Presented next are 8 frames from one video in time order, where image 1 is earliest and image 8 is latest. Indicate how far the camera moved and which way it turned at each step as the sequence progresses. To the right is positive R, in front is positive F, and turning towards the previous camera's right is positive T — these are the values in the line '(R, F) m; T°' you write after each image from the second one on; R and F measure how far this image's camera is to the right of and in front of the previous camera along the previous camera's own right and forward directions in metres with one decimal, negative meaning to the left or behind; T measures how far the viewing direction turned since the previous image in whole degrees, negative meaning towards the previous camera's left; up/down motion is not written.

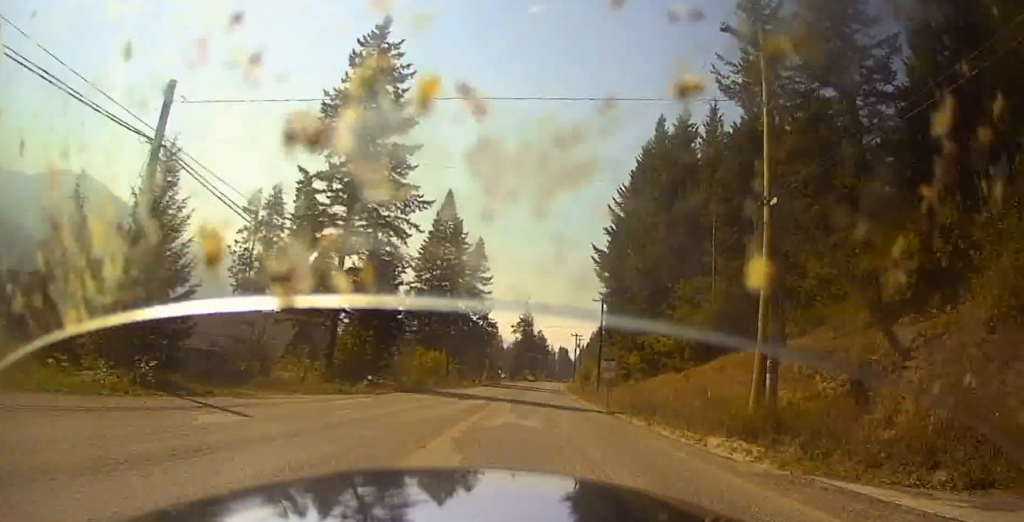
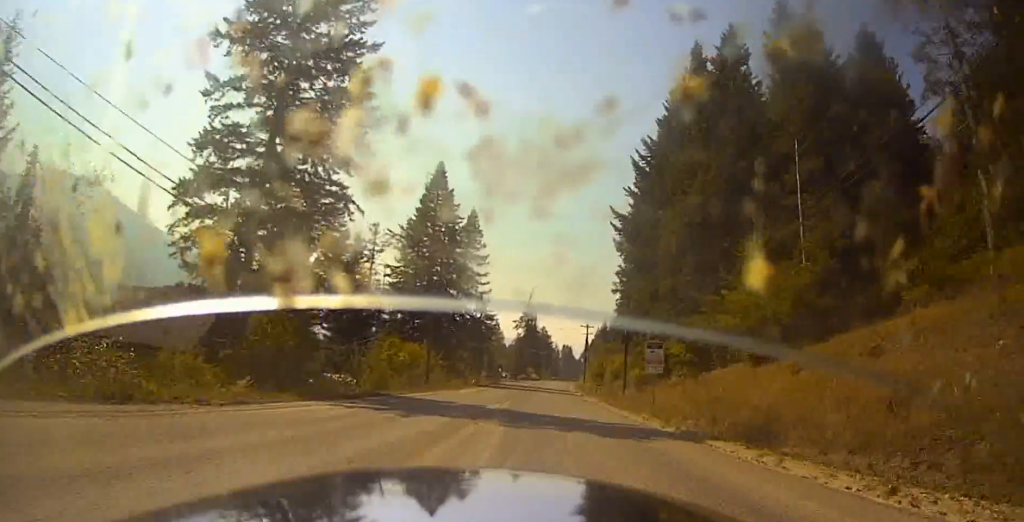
(+0.2, +14.4) m; 0°
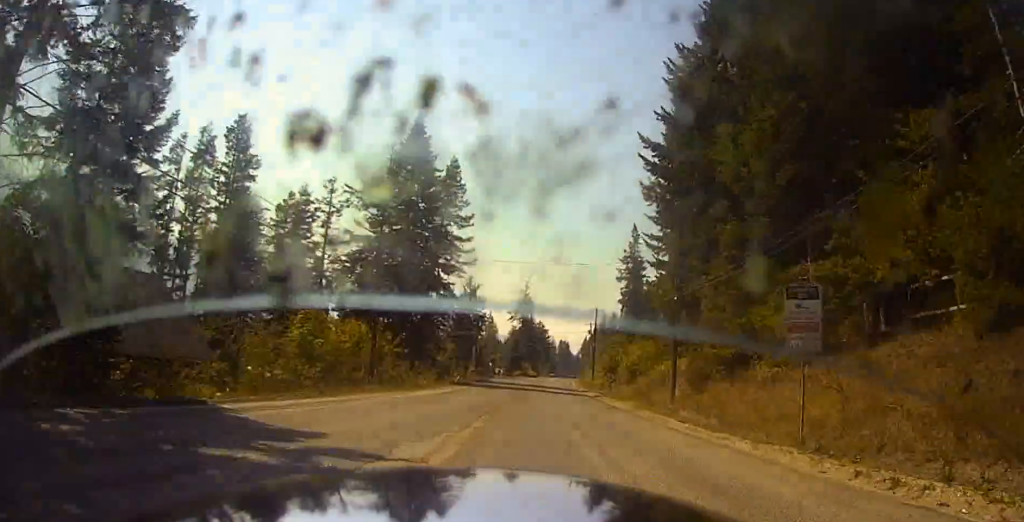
(-0.2, +17.4) m; -2°
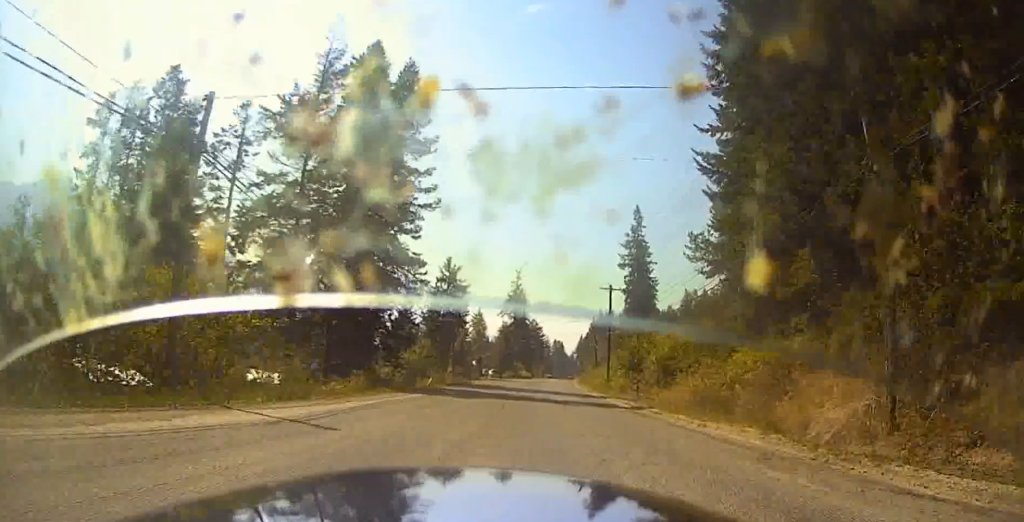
(-0.5, +18.4) m; -2°
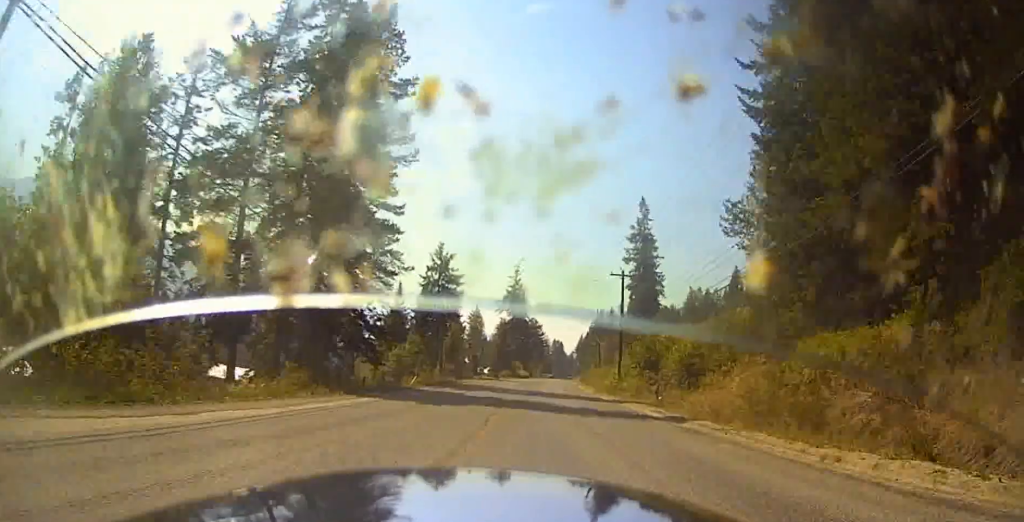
(0.0, +8.3) m; +2°
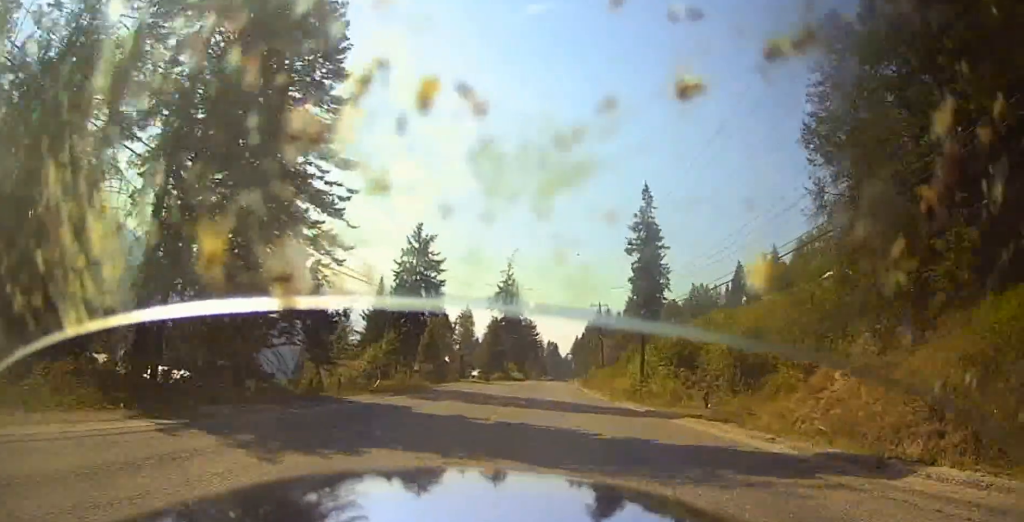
(+0.4, +13.1) m; +2°
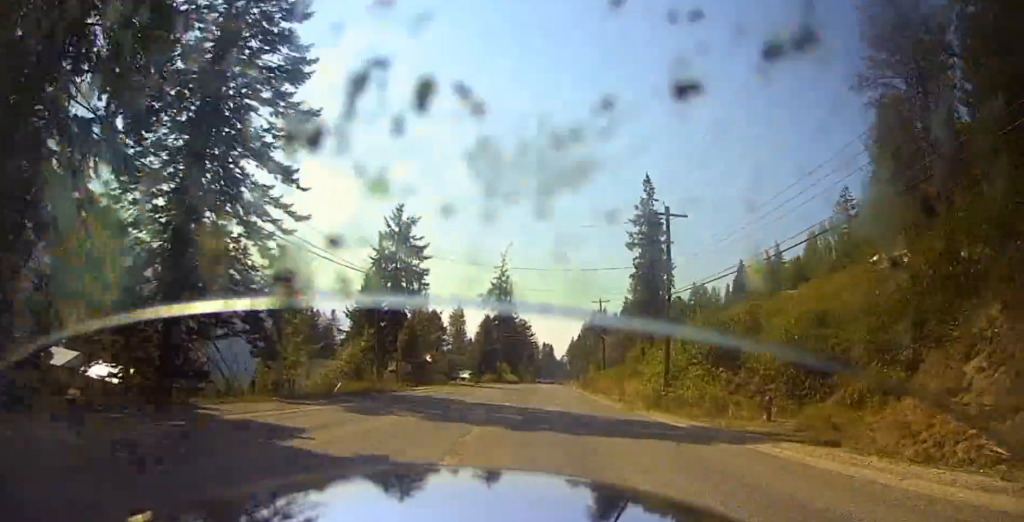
(+0.2, +8.7) m; +1°
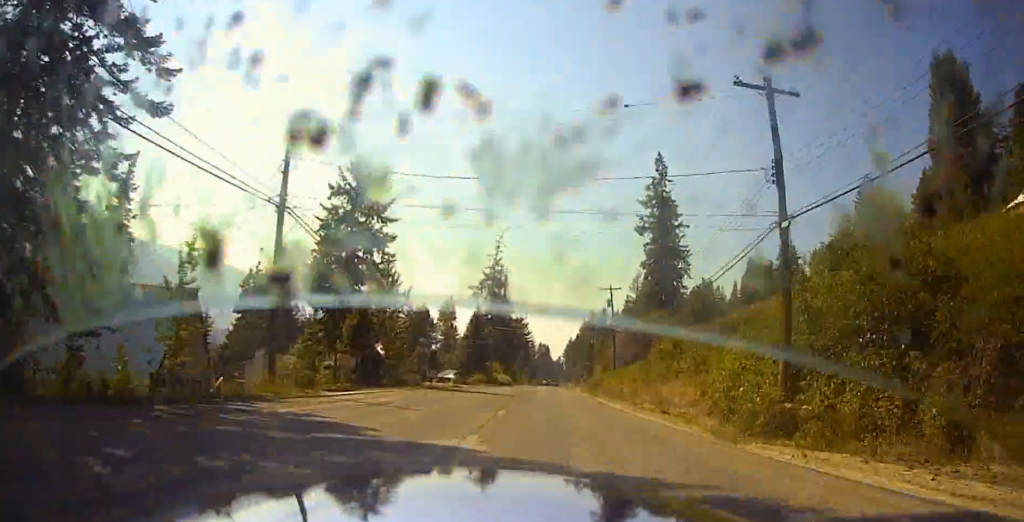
(-0.1, +18.1) m; 0°
